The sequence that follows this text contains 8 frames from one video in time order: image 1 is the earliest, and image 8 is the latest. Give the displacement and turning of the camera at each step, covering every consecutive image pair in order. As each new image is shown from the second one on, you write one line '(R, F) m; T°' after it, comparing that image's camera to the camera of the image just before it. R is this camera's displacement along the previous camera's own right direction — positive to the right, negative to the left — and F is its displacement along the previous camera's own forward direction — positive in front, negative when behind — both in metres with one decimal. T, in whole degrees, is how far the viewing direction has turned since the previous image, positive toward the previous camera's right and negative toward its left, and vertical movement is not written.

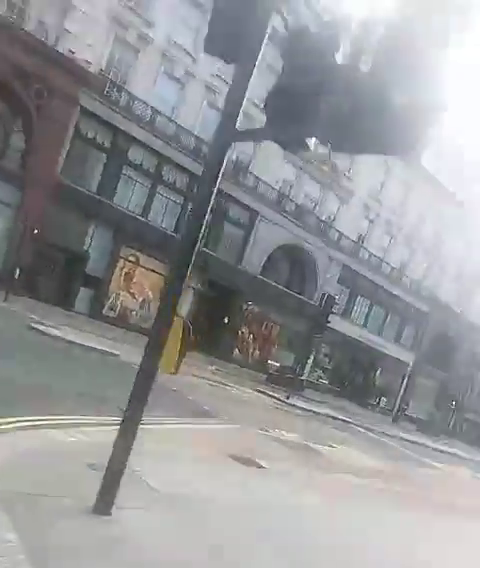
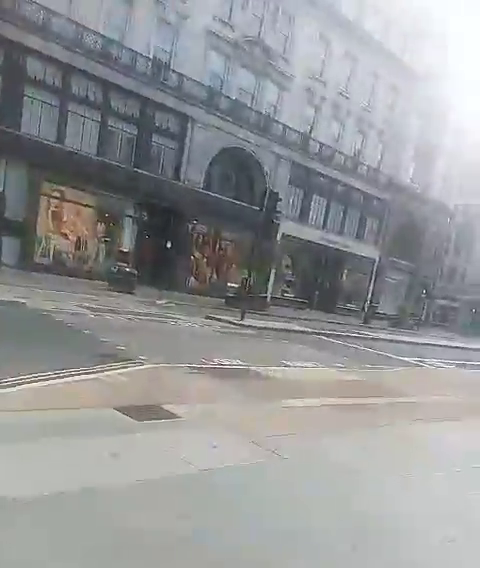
(0.0, +1.8) m; 0°
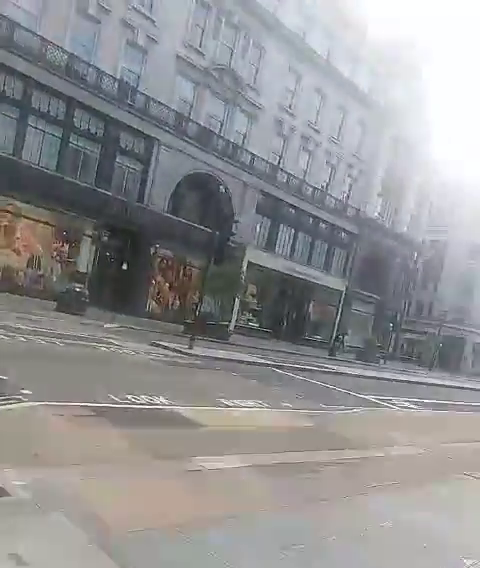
(0.0, +1.5) m; 0°
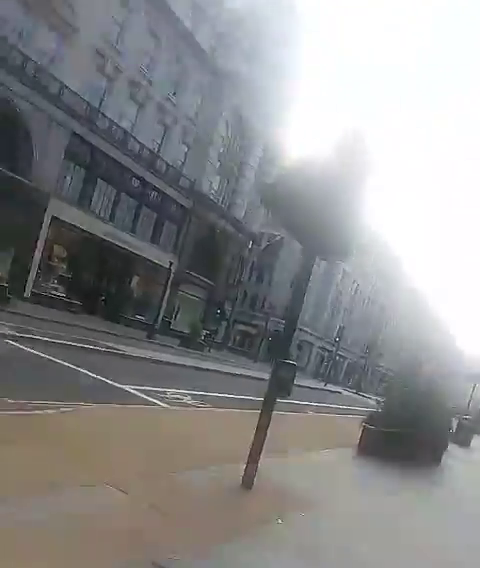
(+0.3, +3.8) m; +19°
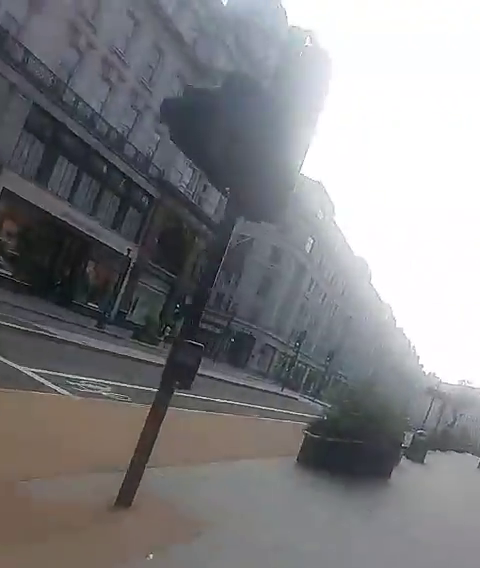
(+0.2, +1.1) m; +8°
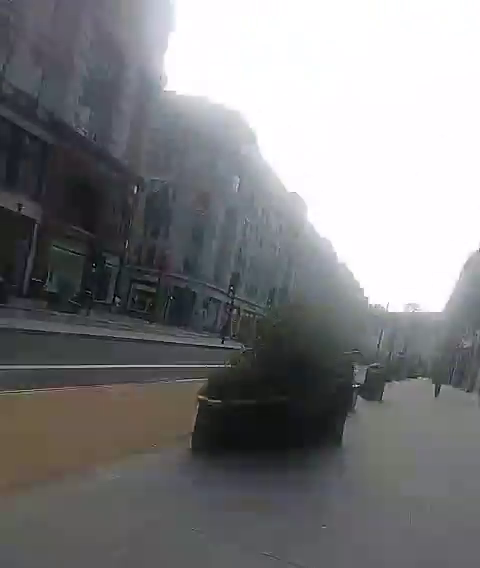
(+0.2, +3.2) m; +4°
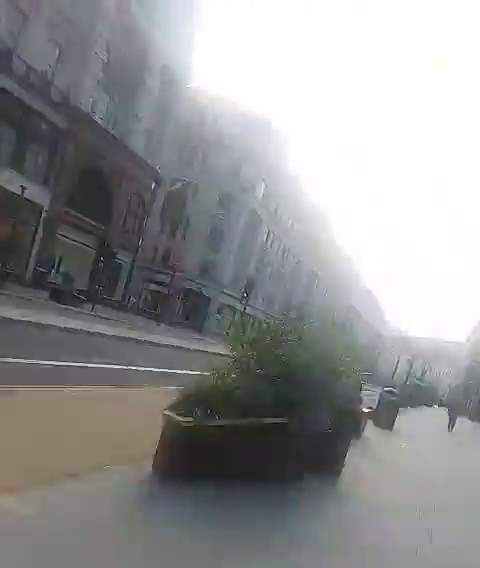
(0.0, +1.0) m; 0°
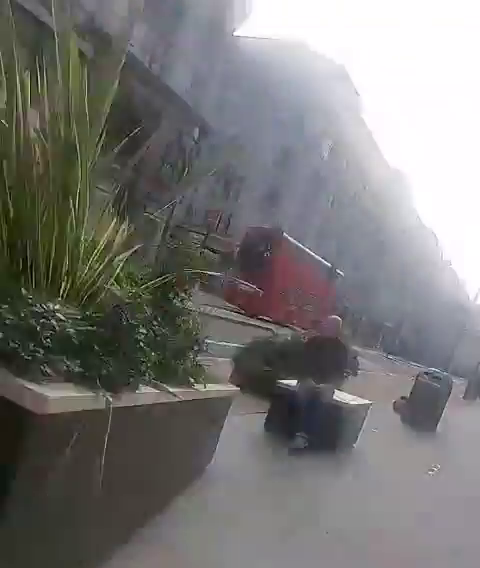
(0.0, +5.6) m; -9°
